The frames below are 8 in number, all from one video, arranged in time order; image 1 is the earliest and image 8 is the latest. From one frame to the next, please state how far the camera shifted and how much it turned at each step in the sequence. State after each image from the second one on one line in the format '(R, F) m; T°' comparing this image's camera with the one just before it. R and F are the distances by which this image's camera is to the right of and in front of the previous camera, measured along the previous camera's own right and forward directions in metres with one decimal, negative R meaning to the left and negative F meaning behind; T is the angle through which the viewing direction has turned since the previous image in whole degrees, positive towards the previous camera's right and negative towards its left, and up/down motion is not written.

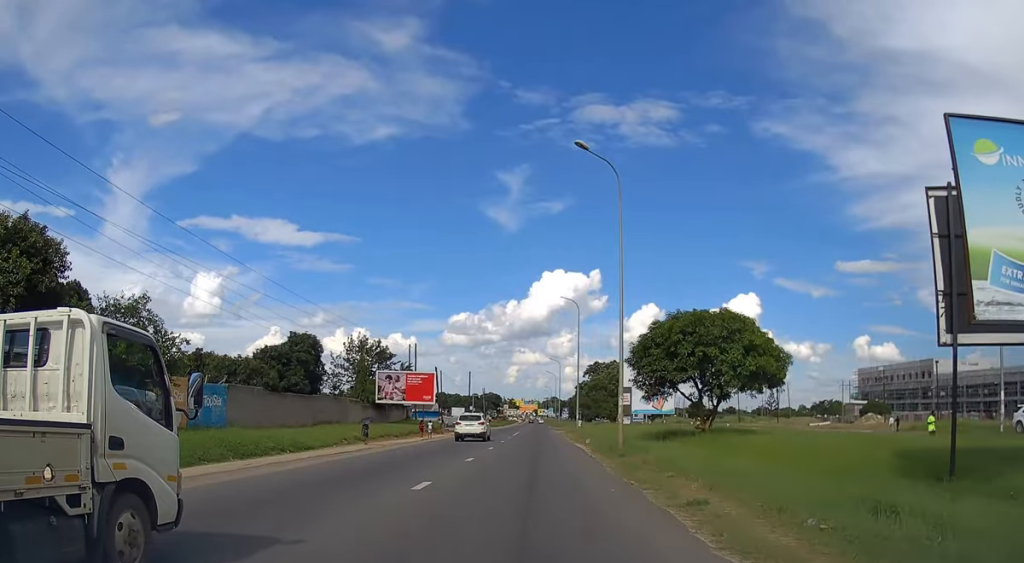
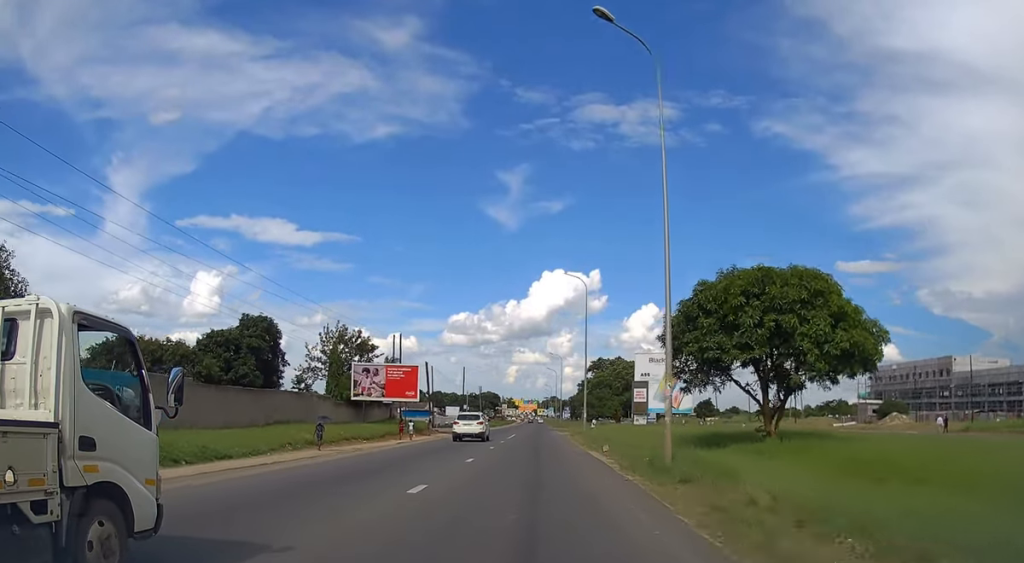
(-0.2, +10.1) m; 0°
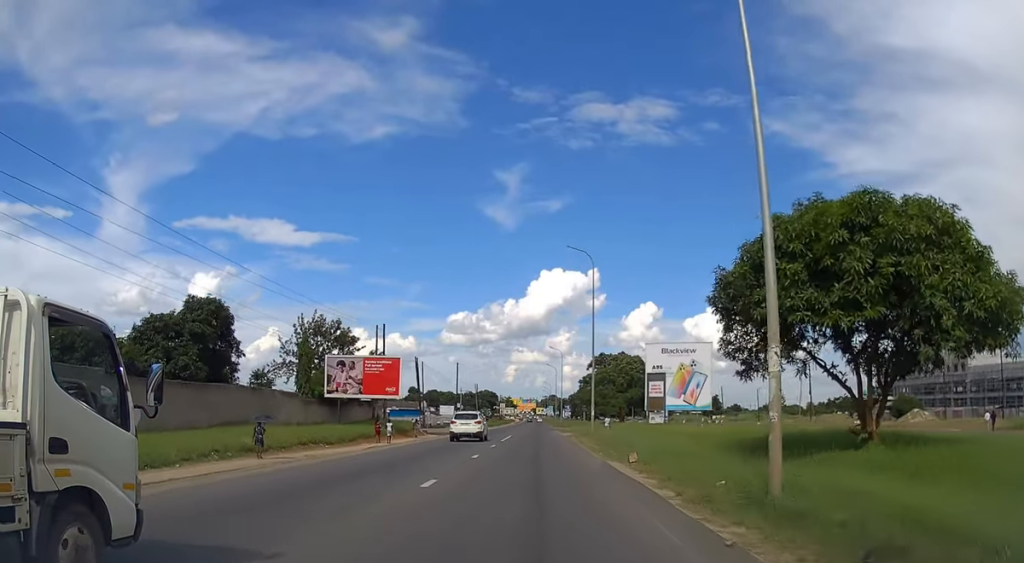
(+0.1, +8.2) m; 0°
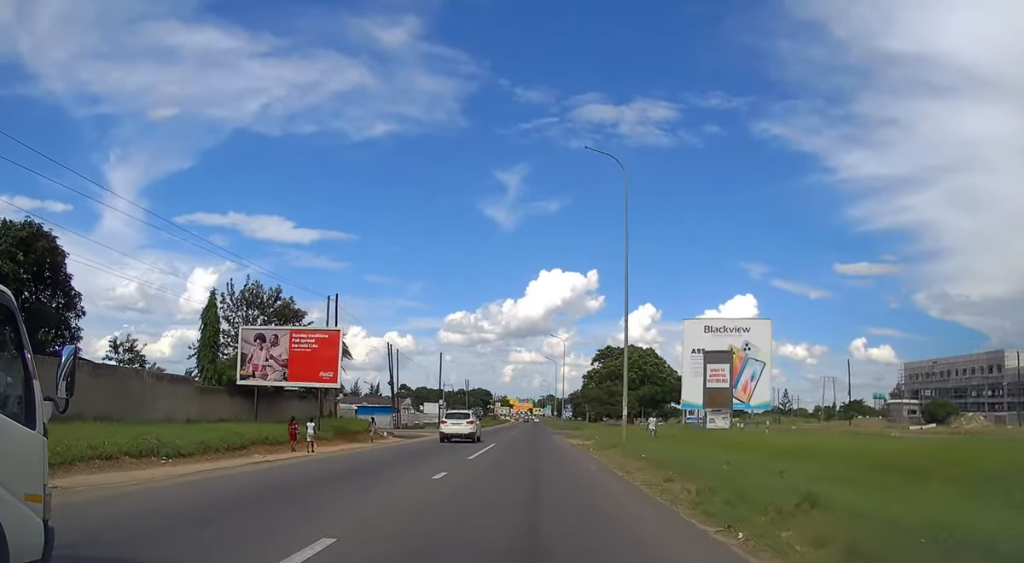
(0.0, +17.1) m; 0°
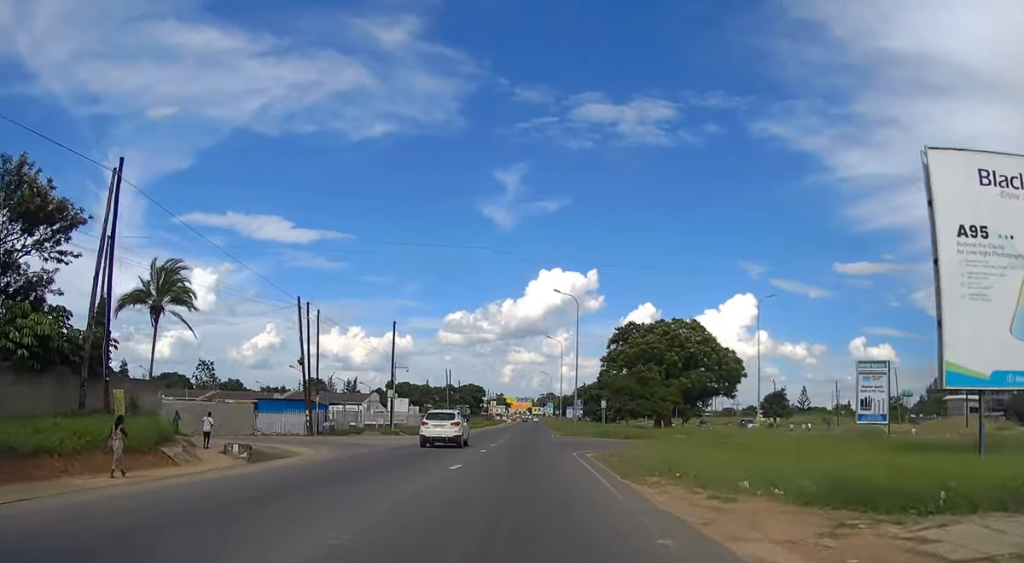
(+0.2, +31.5) m; +1°
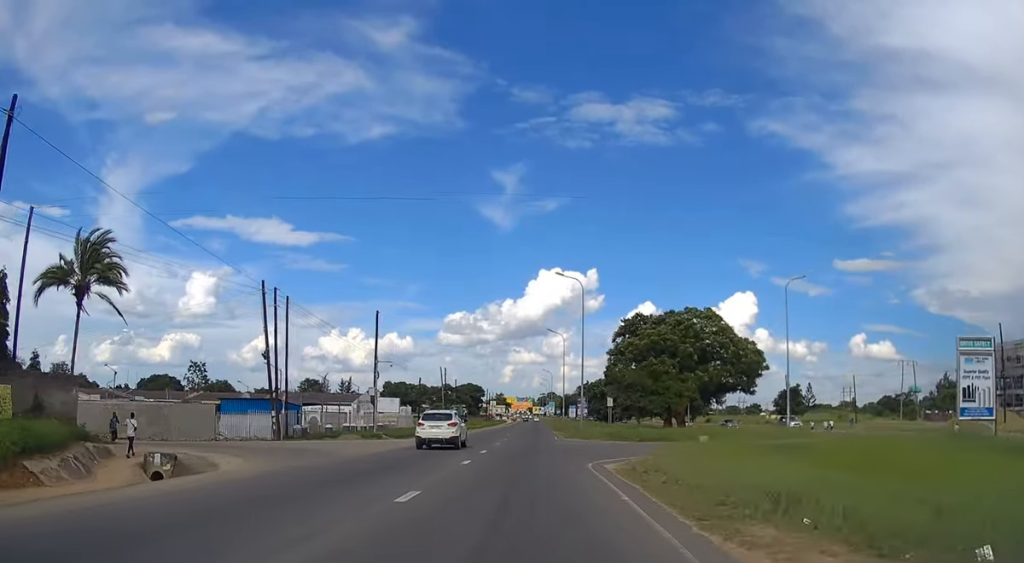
(0.0, +7.1) m; 0°
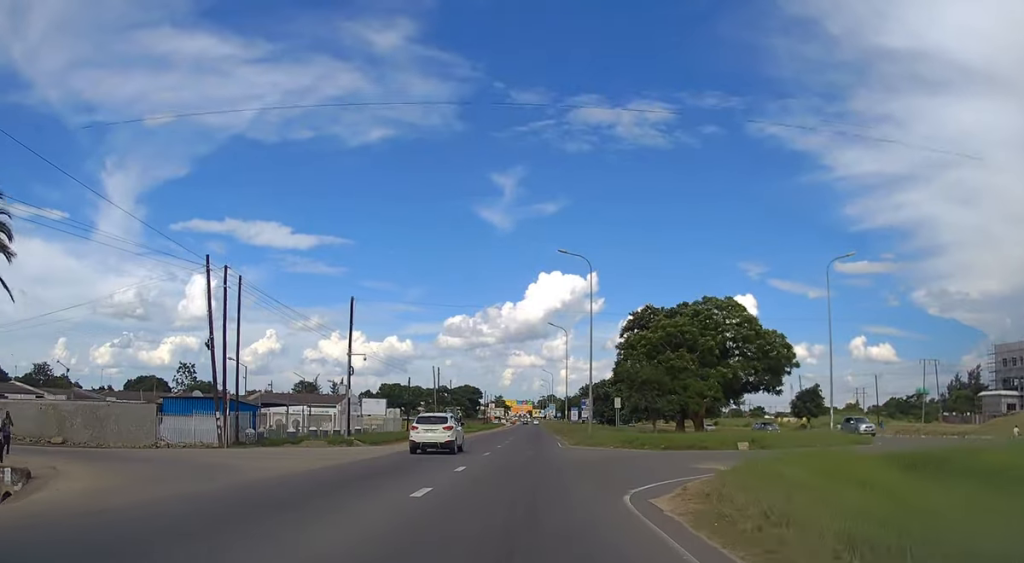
(0.0, +8.2) m; 0°
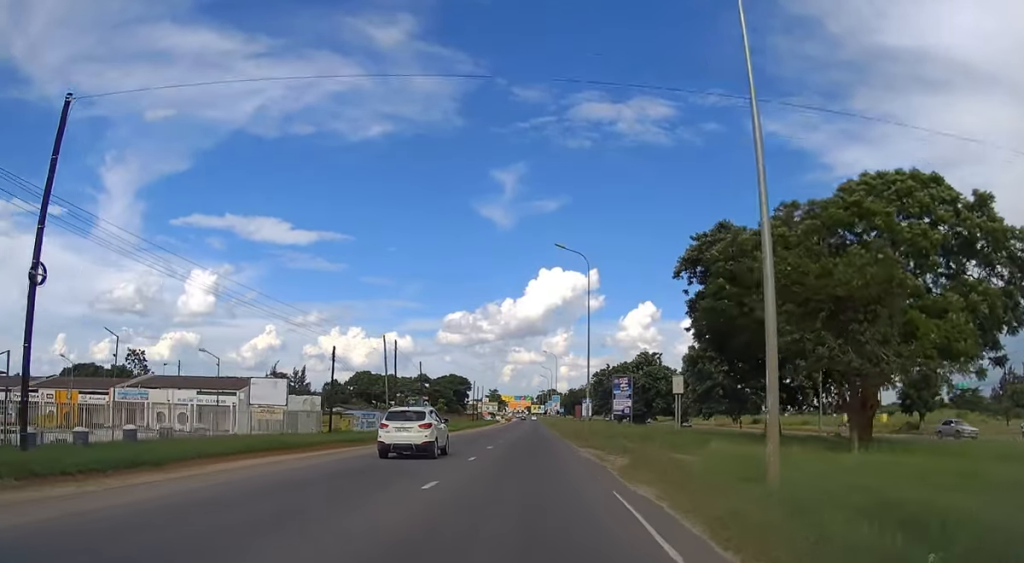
(-0.2, +33.8) m; 0°
